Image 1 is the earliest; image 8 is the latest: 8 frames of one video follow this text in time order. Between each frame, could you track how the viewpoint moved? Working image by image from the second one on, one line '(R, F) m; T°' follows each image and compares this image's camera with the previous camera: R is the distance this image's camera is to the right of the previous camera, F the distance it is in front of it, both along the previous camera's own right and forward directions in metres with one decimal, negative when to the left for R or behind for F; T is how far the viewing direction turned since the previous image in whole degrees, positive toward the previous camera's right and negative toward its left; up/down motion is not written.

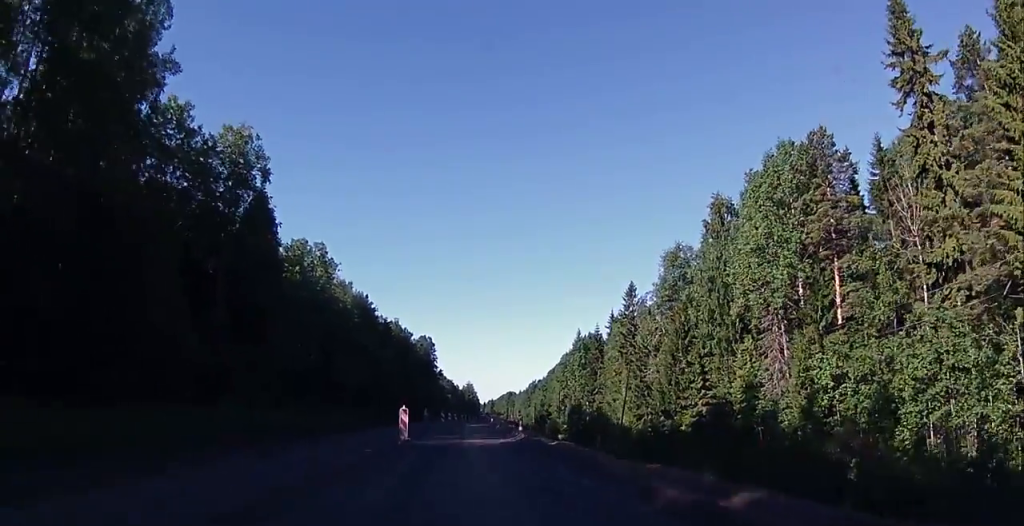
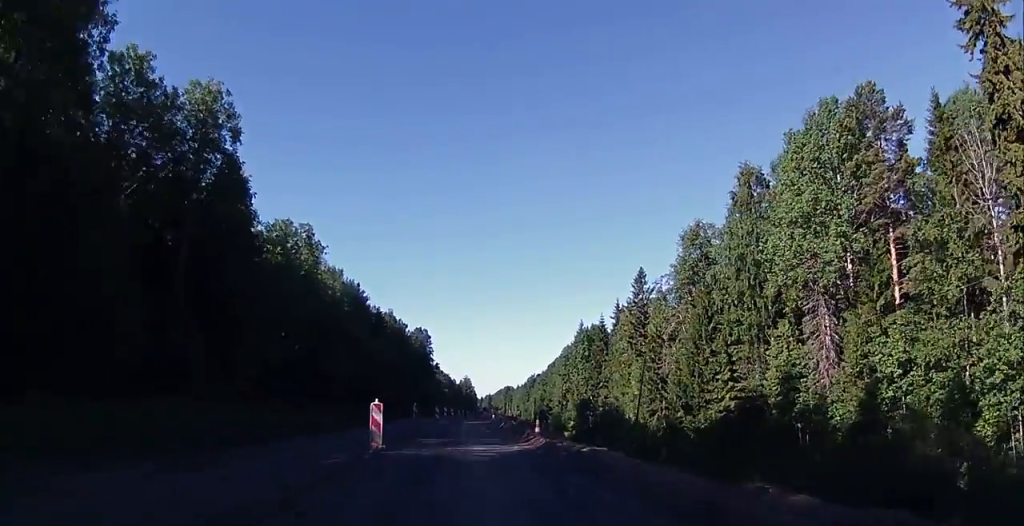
(+0.1, +6.9) m; 0°
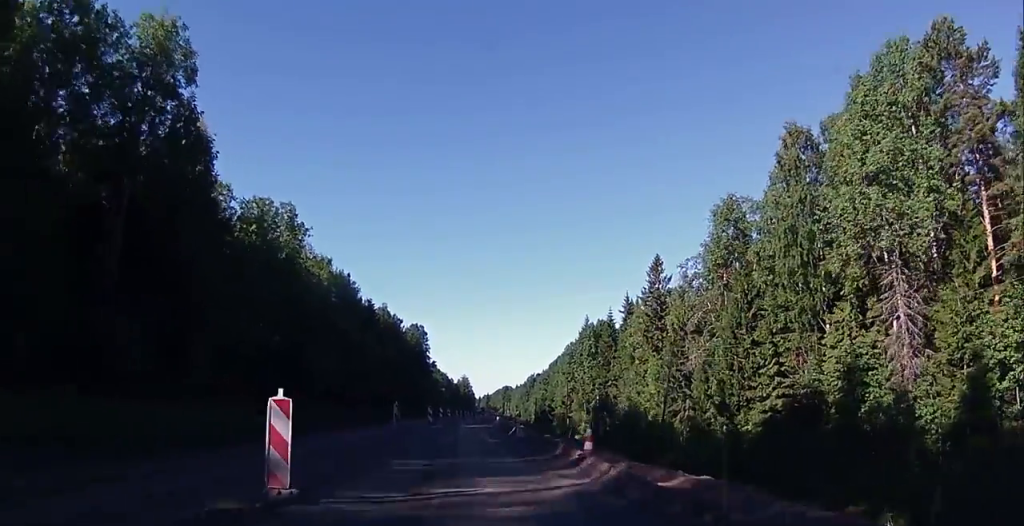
(0.0, +8.6) m; +1°
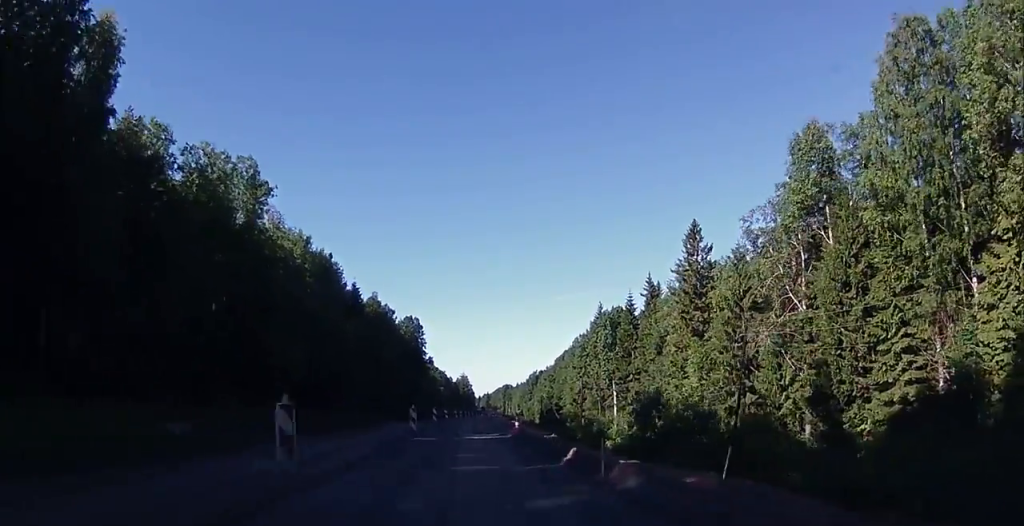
(+0.1, +14.8) m; 0°
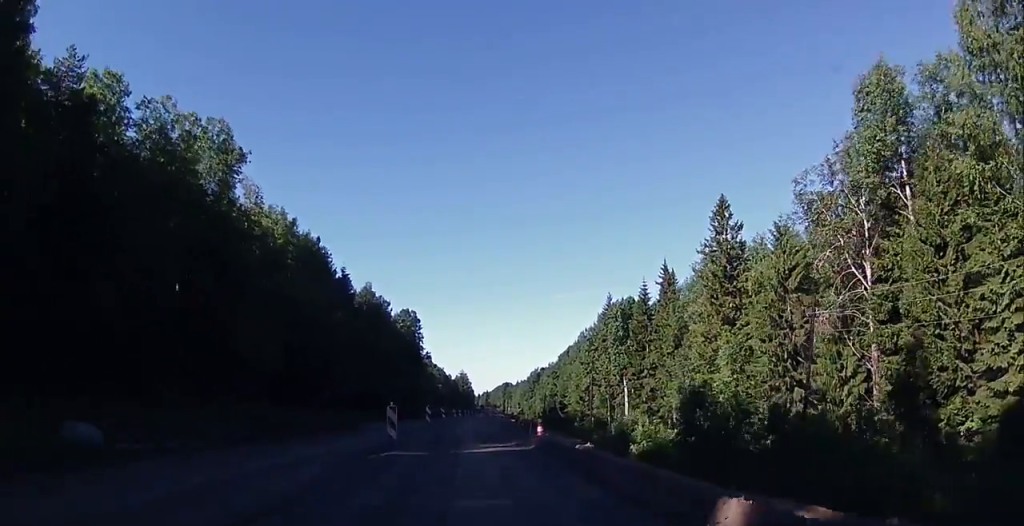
(+0.2, +8.5) m; -1°
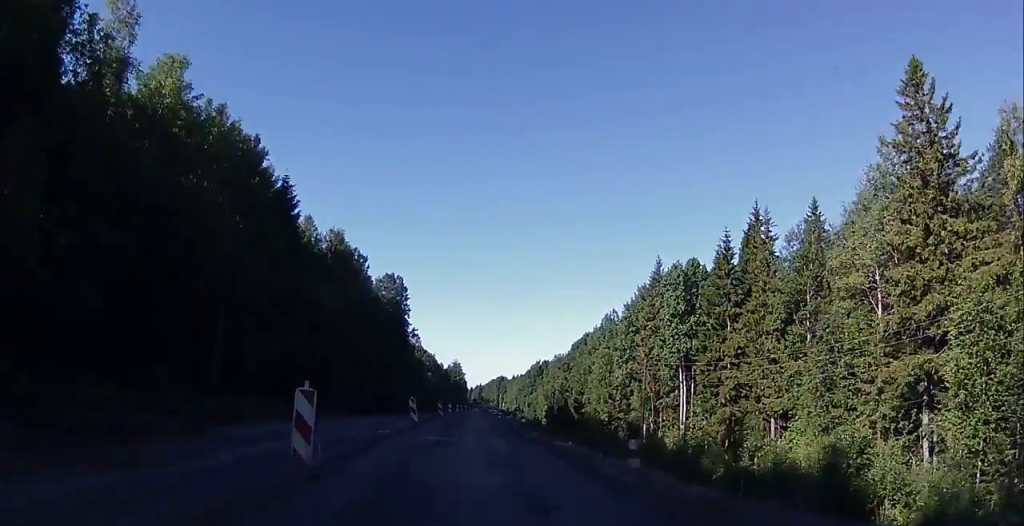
(-0.6, +32.3) m; -1°
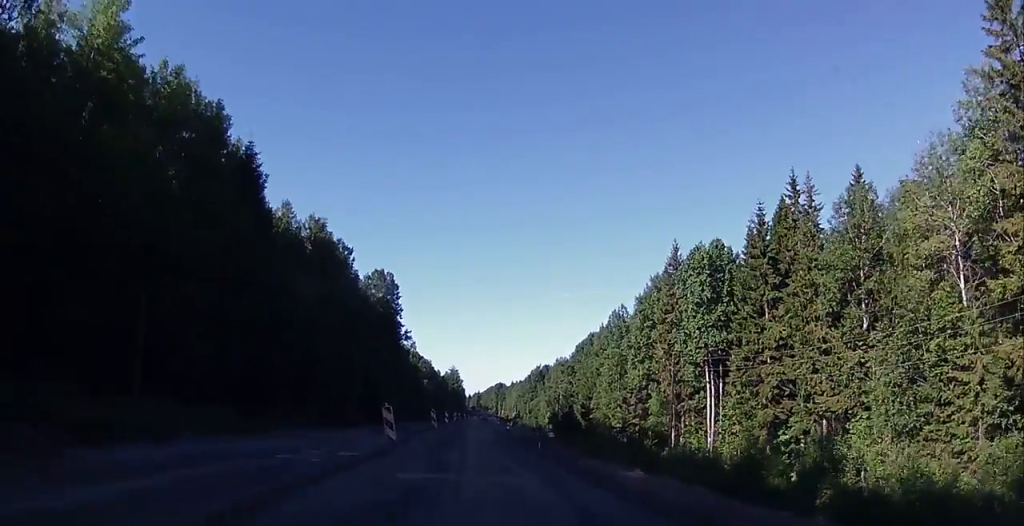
(+0.2, +9.6) m; 0°
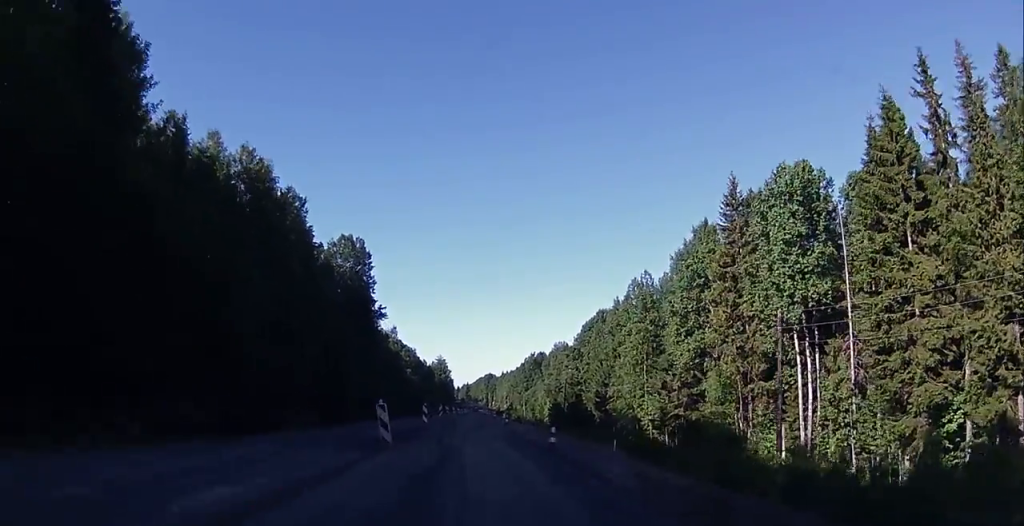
(-0.3, +22.1) m; 0°
